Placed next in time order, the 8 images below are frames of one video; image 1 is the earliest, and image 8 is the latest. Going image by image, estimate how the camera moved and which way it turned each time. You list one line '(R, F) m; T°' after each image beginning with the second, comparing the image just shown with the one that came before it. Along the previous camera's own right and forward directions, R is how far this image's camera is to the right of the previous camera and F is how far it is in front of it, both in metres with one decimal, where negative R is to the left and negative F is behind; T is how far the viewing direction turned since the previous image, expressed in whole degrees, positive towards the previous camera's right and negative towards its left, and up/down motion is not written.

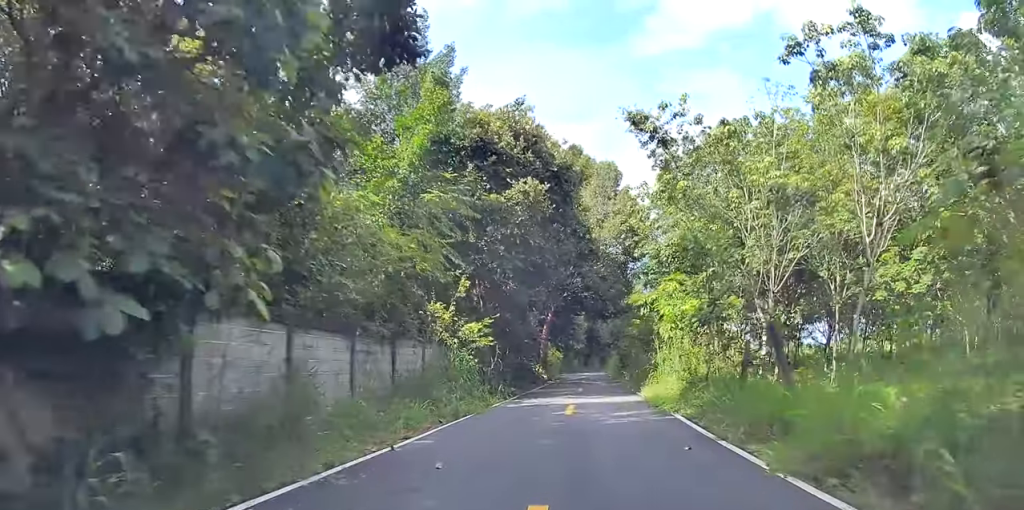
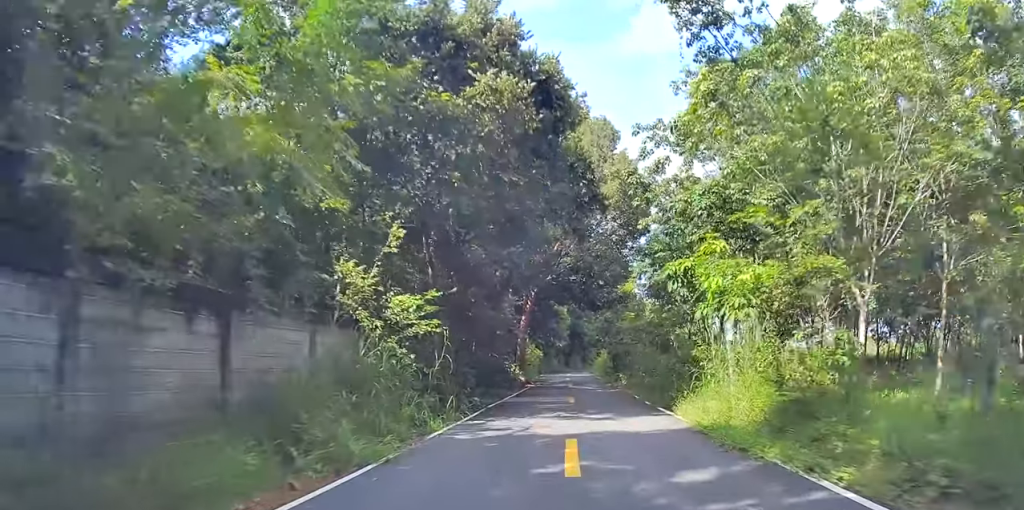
(+0.4, +9.3) m; +4°
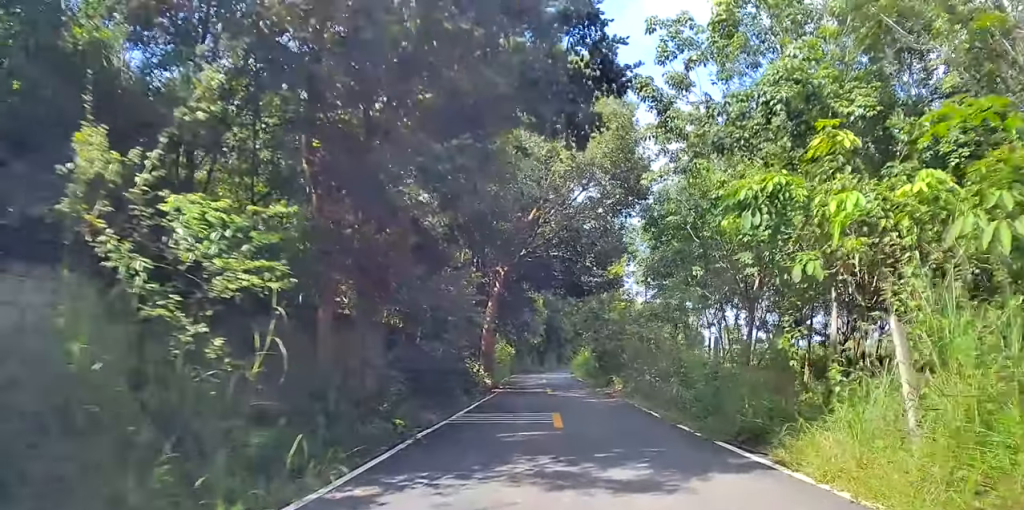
(+0.3, +8.0) m; +4°
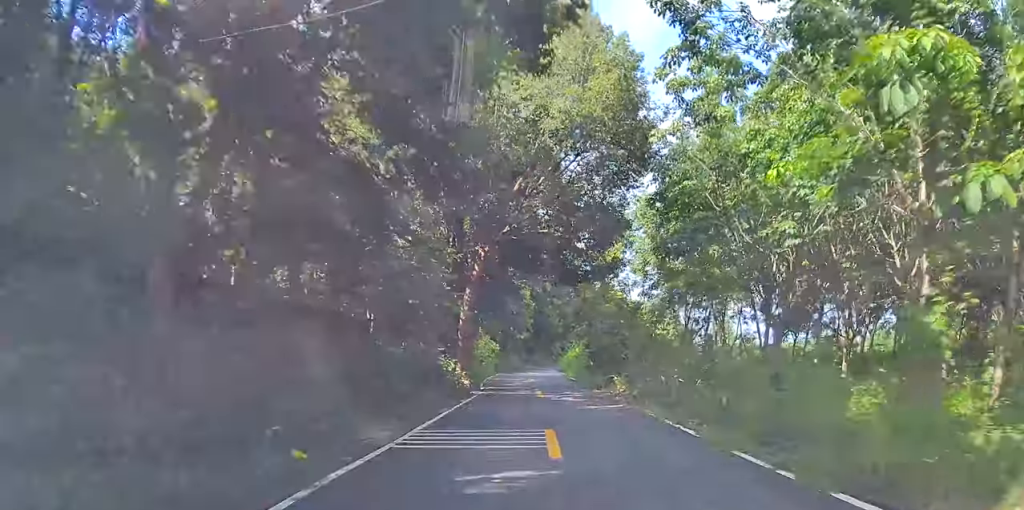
(+0.1, +4.2) m; +1°
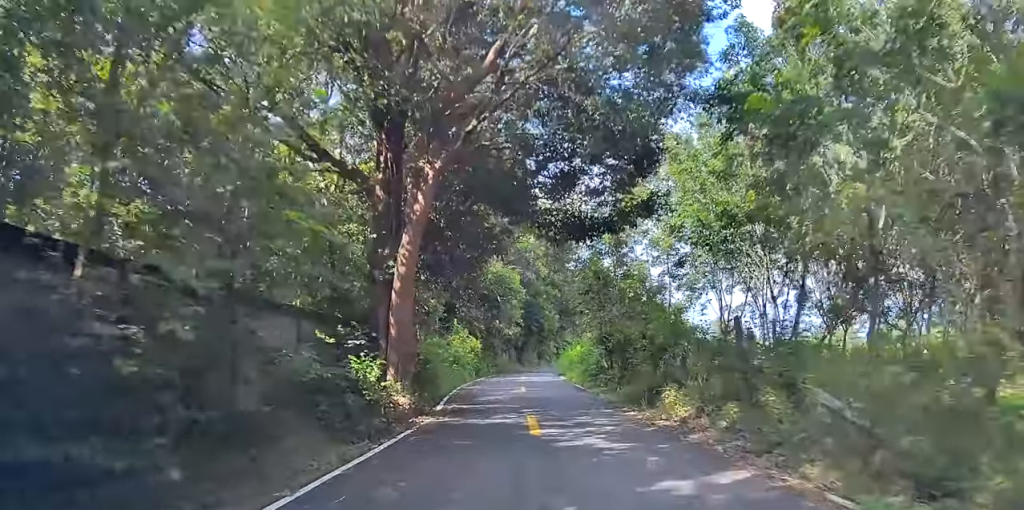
(+0.1, +9.7) m; 0°
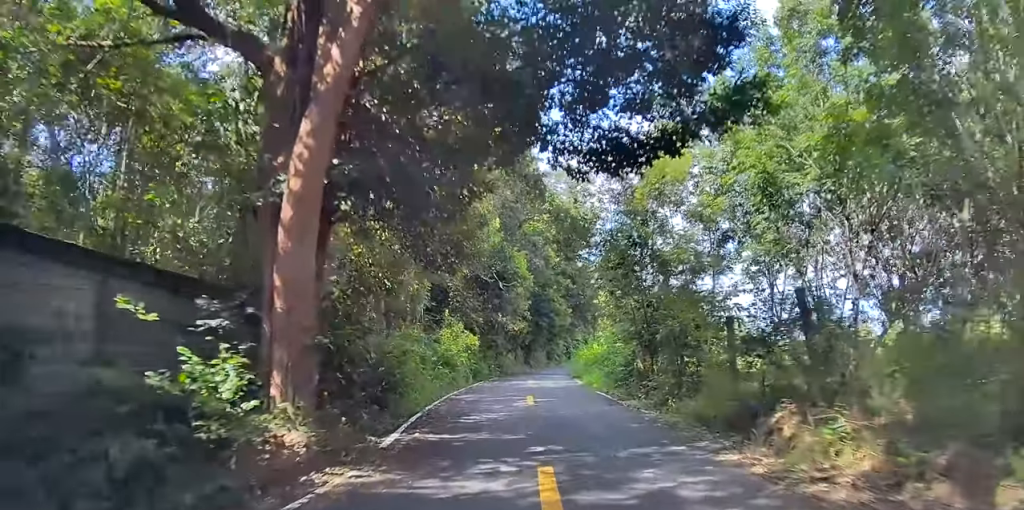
(-0.1, +6.9) m; -1°
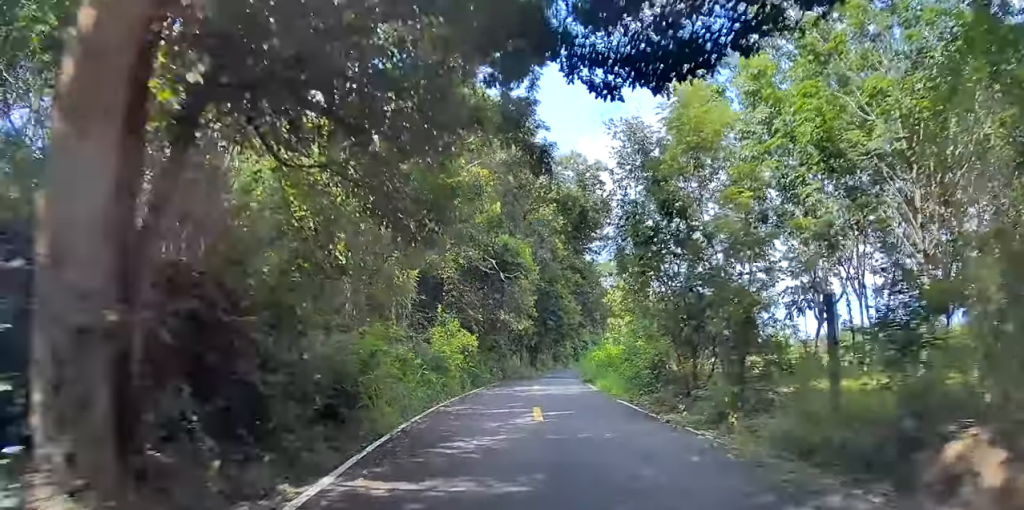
(0.0, +4.5) m; 0°
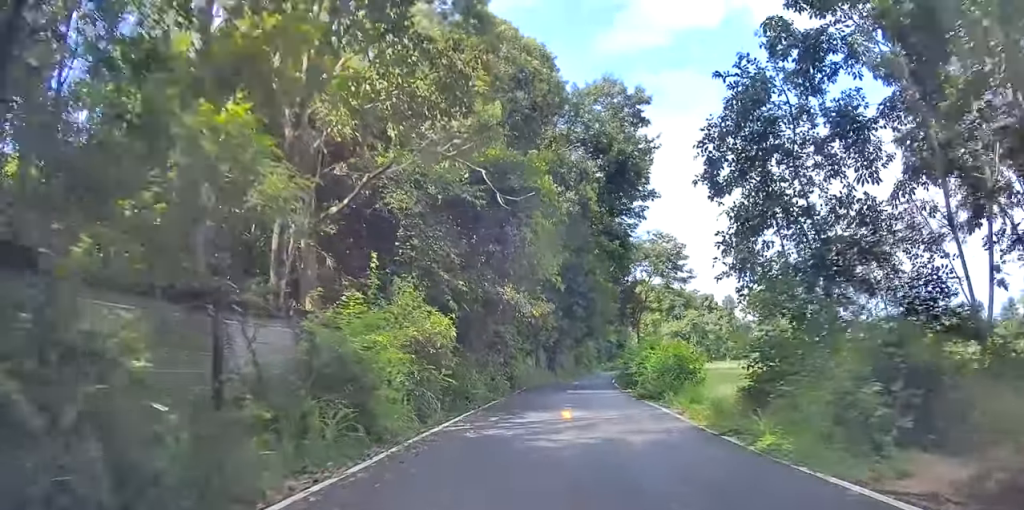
(+0.4, +13.5) m; +6°
